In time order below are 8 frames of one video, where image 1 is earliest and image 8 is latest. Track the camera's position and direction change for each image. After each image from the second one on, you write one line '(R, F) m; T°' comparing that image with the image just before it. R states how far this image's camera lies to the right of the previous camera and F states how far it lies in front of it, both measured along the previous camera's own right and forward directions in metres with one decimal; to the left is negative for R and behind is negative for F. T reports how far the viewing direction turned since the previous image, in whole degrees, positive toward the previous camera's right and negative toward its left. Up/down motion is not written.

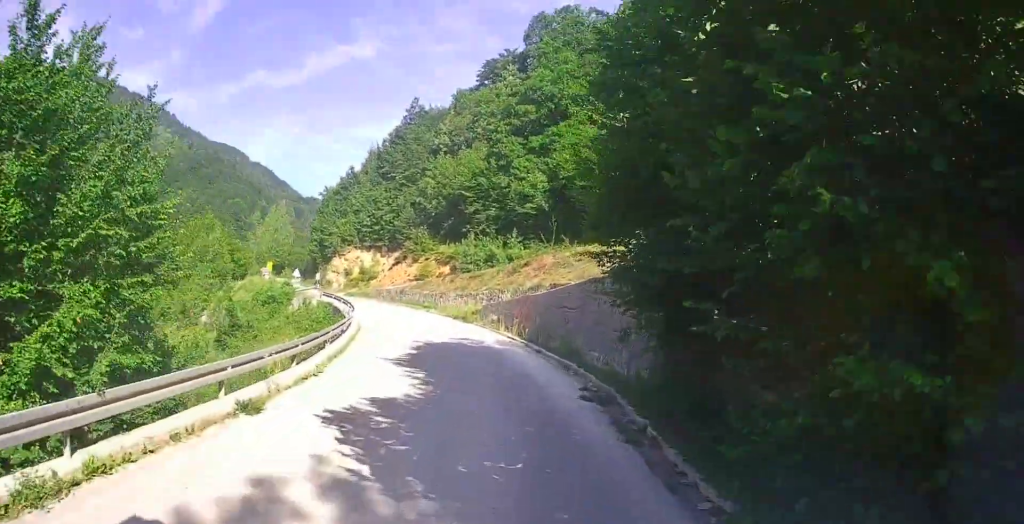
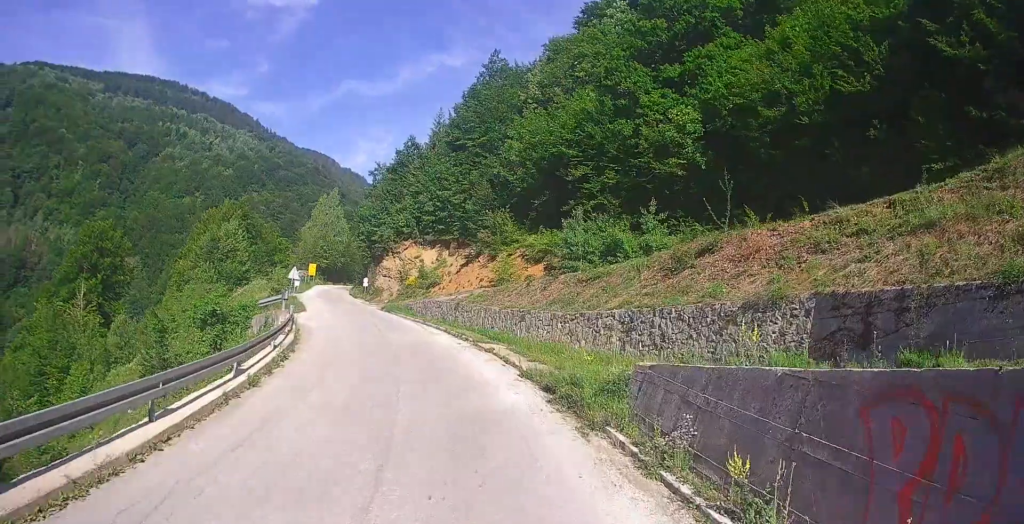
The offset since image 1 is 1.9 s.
(+0.6, +24.1) m; +1°
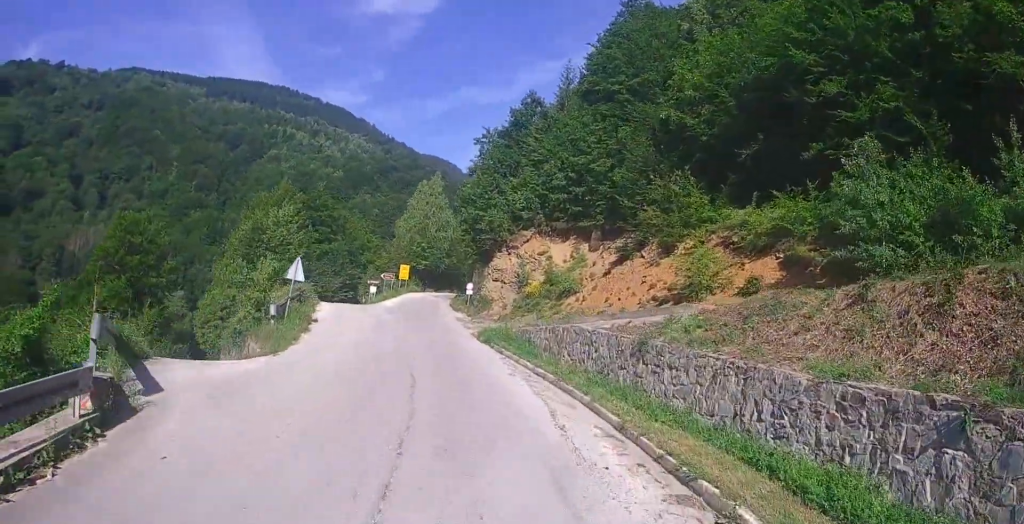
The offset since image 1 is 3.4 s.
(-1.8, +18.1) m; -14°
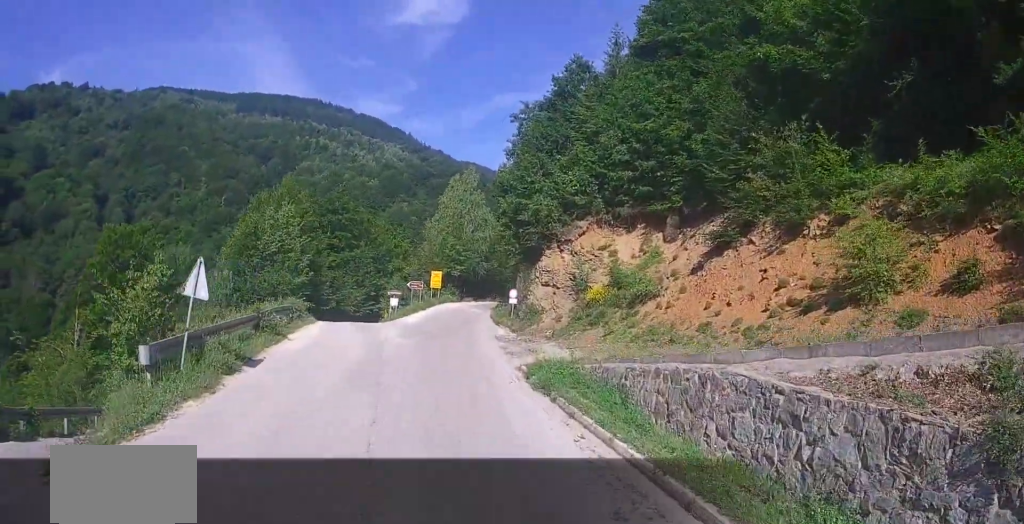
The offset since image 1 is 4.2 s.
(-0.3, +9.2) m; -2°
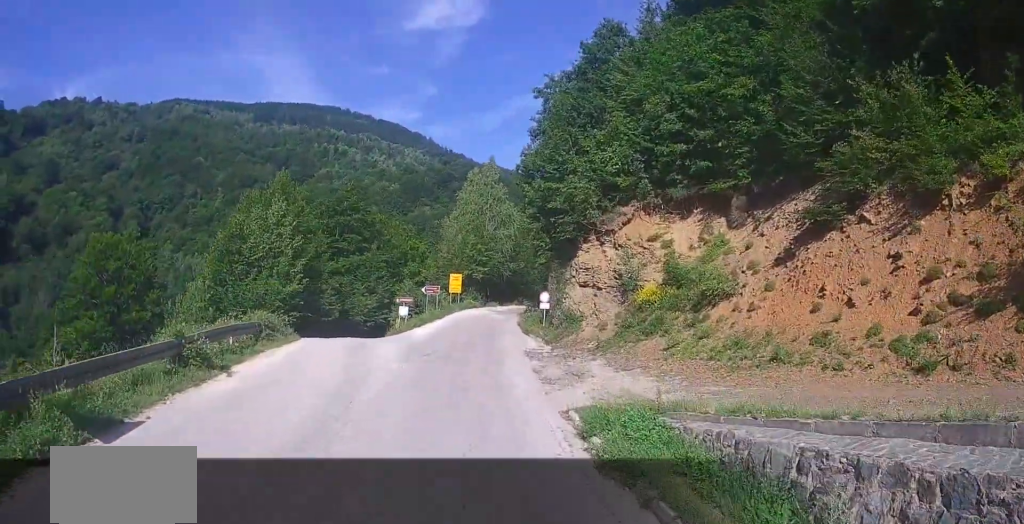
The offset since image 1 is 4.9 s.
(0.0, +6.4) m; -2°
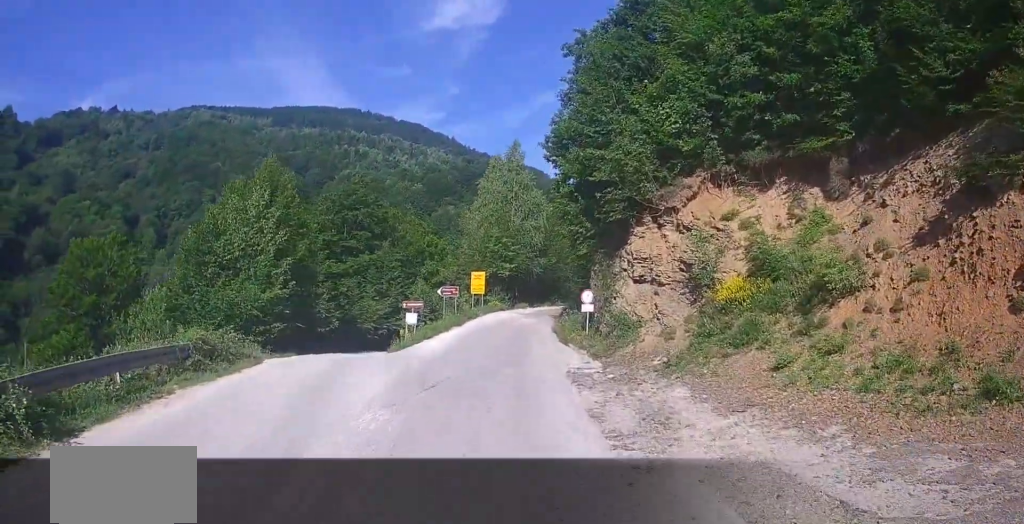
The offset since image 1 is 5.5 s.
(+0.3, +6.5) m; -5°
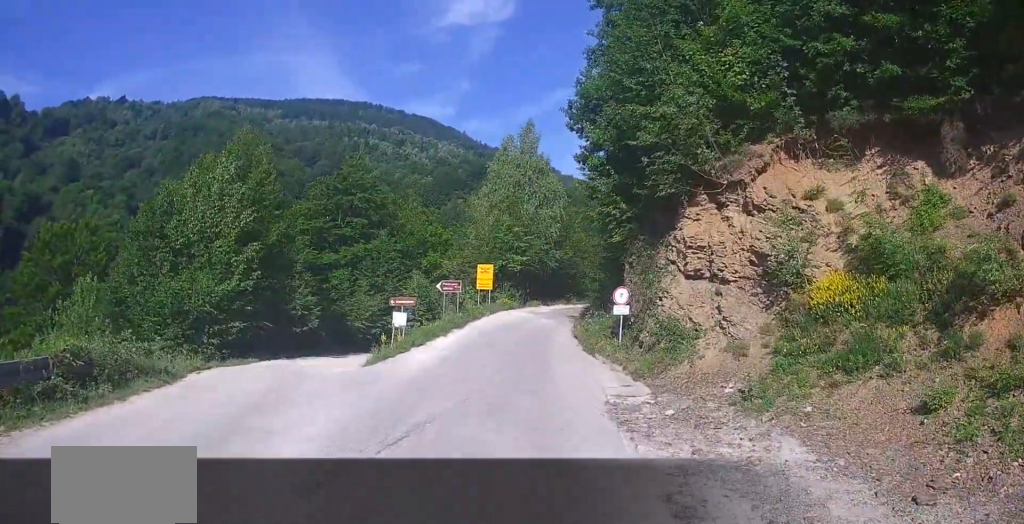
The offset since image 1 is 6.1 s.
(-0.7, +5.2) m; -5°
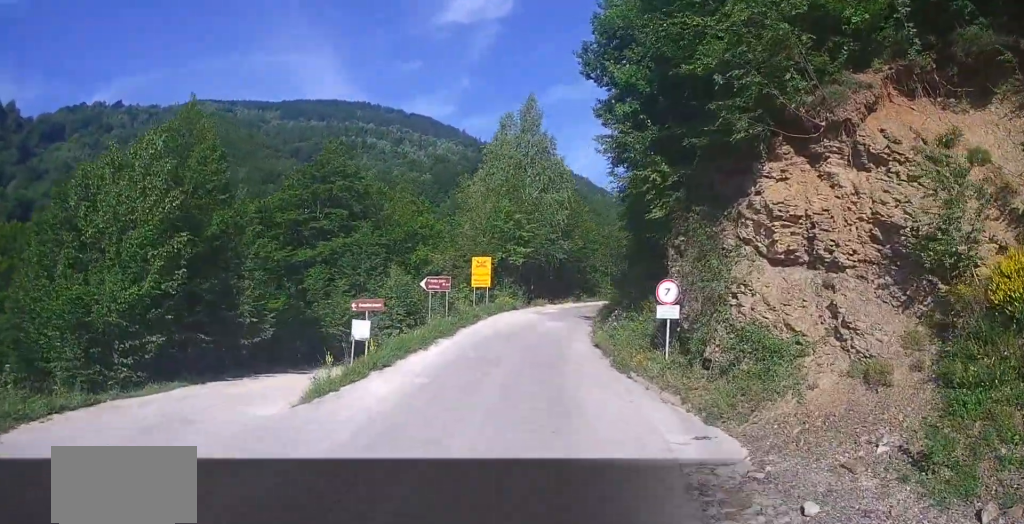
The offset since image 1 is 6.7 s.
(-0.4, +5.6) m; -4°
